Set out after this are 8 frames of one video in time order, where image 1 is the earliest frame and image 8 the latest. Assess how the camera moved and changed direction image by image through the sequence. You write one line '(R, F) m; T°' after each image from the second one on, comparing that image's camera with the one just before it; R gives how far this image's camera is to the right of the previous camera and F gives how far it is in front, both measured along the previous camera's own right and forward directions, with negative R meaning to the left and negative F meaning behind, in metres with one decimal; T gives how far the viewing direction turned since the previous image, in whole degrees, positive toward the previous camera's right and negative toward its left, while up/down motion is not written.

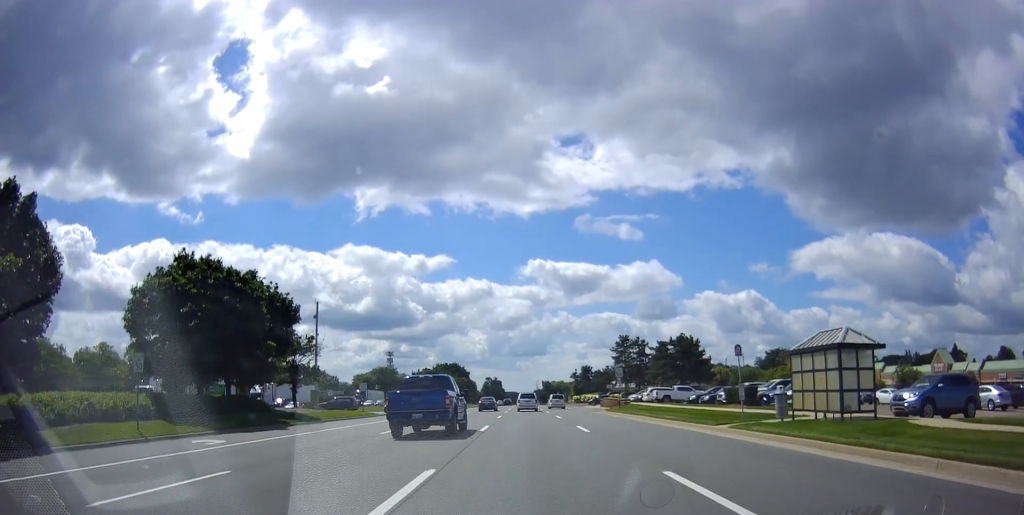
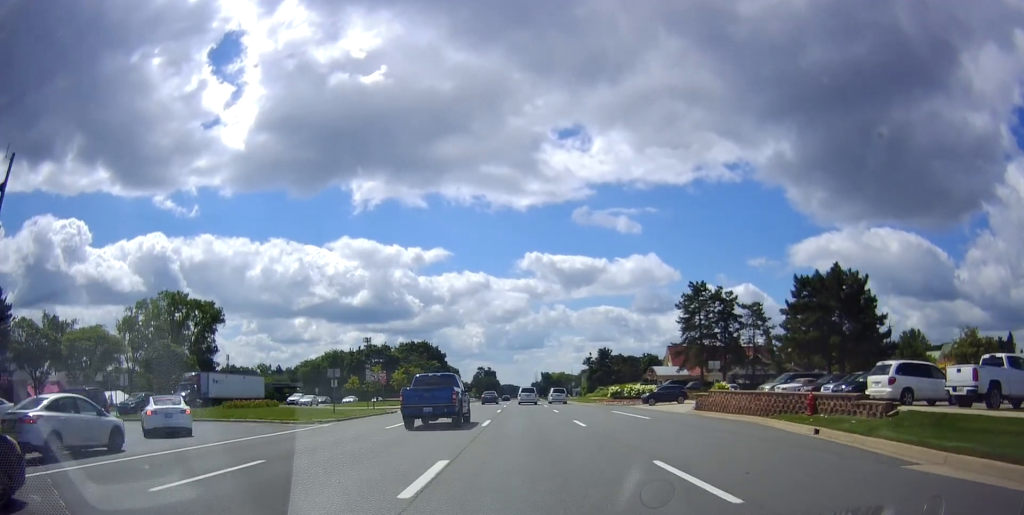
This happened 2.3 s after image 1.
(-0.7, +43.0) m; -2°
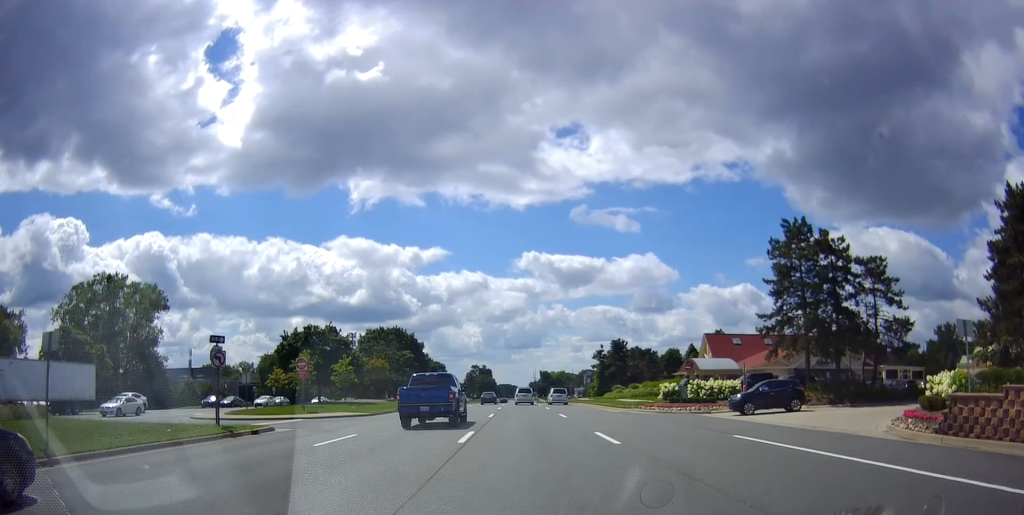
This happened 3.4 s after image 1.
(0.0, +22.5) m; +1°
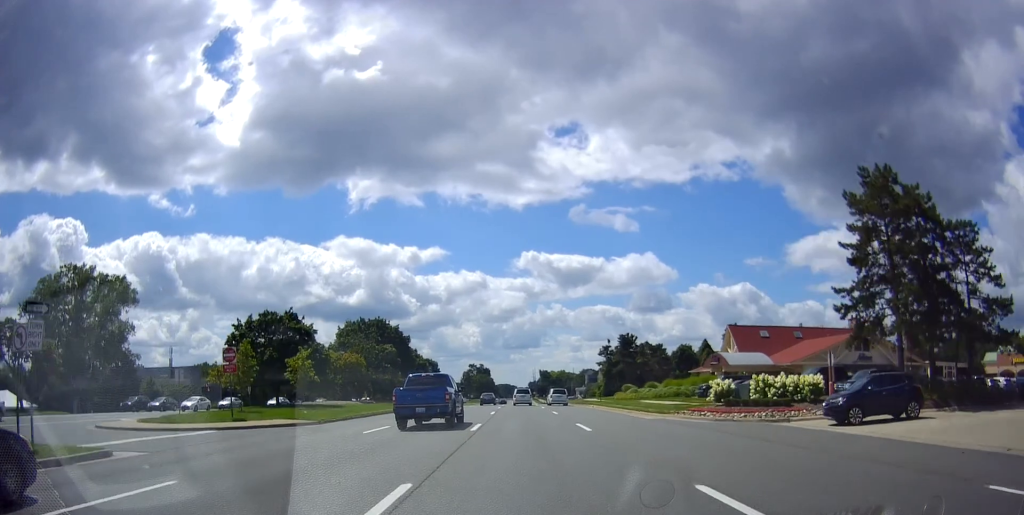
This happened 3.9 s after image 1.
(+0.2, +10.1) m; +1°
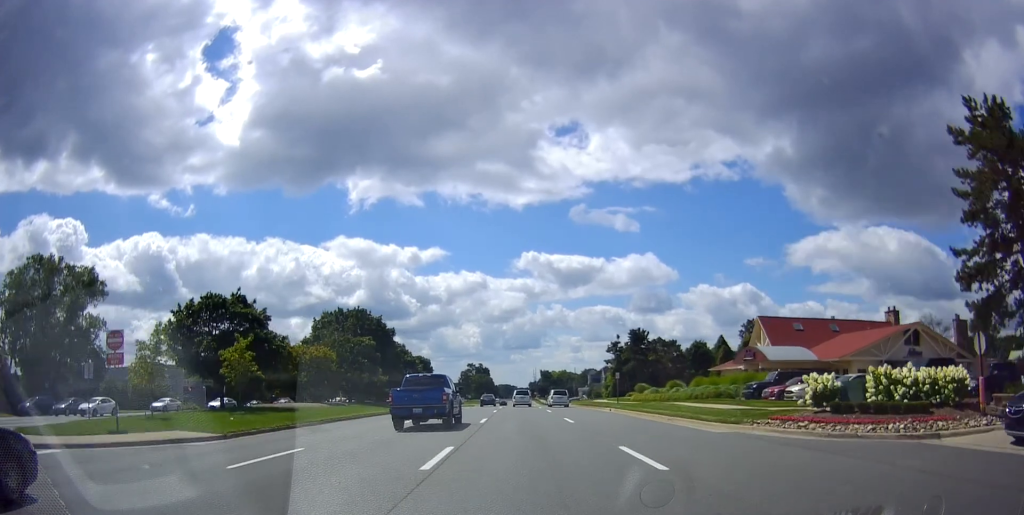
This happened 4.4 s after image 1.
(0.0, +9.7) m; -1°
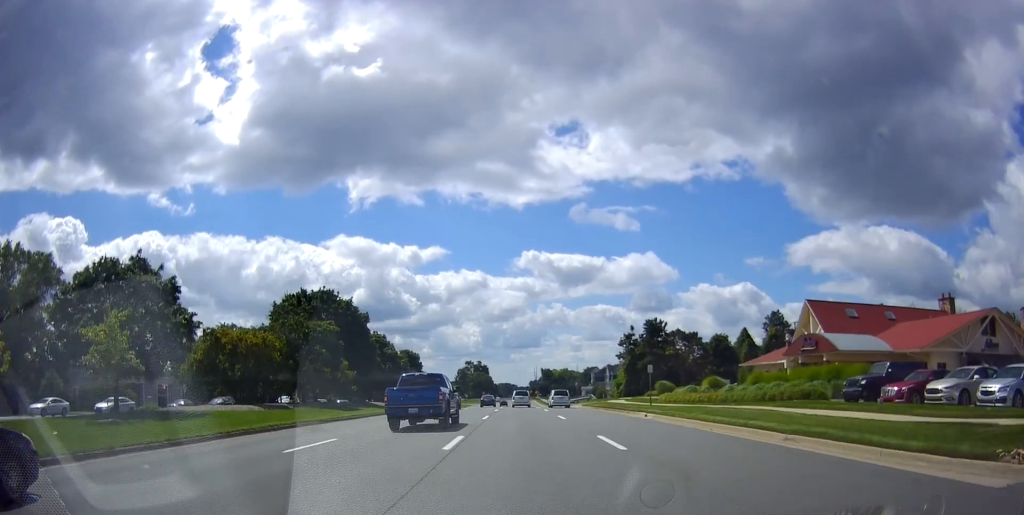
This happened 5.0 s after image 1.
(+0.1, +11.9) m; -1°
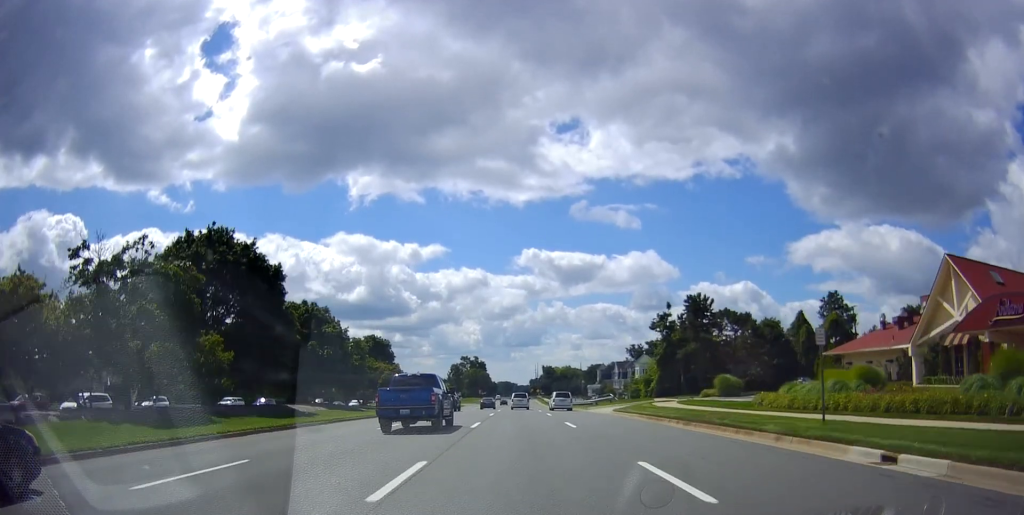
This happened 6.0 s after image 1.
(-0.6, +21.5) m; 0°
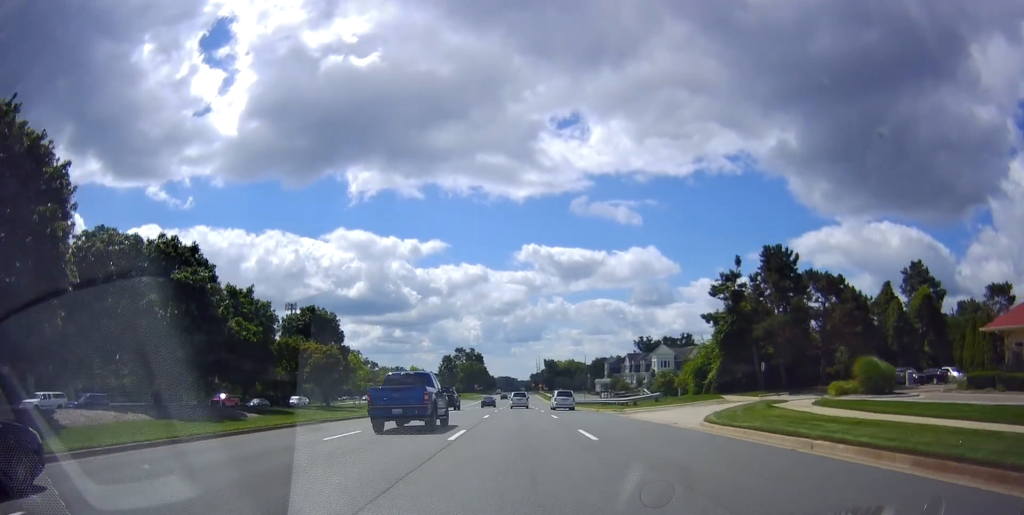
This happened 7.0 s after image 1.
(+0.8, +21.8) m; +2°
